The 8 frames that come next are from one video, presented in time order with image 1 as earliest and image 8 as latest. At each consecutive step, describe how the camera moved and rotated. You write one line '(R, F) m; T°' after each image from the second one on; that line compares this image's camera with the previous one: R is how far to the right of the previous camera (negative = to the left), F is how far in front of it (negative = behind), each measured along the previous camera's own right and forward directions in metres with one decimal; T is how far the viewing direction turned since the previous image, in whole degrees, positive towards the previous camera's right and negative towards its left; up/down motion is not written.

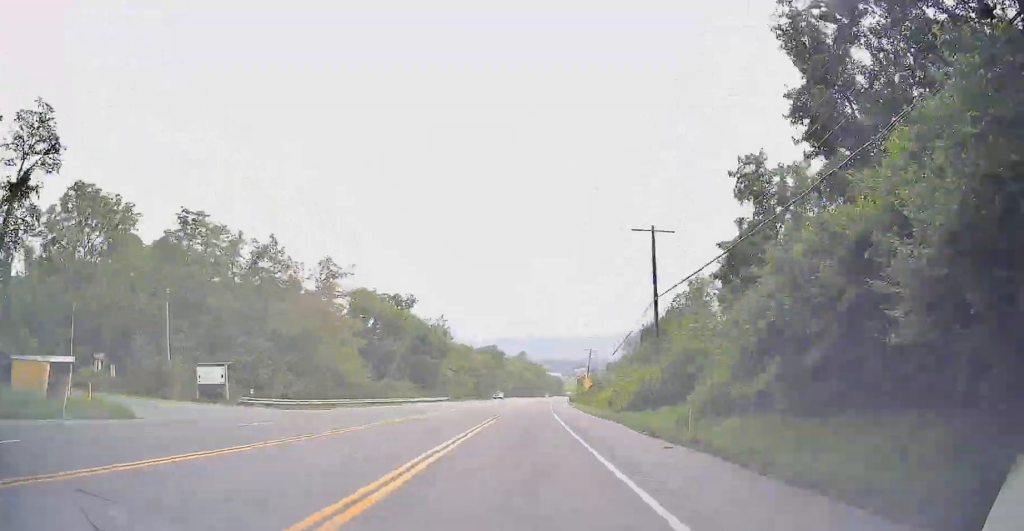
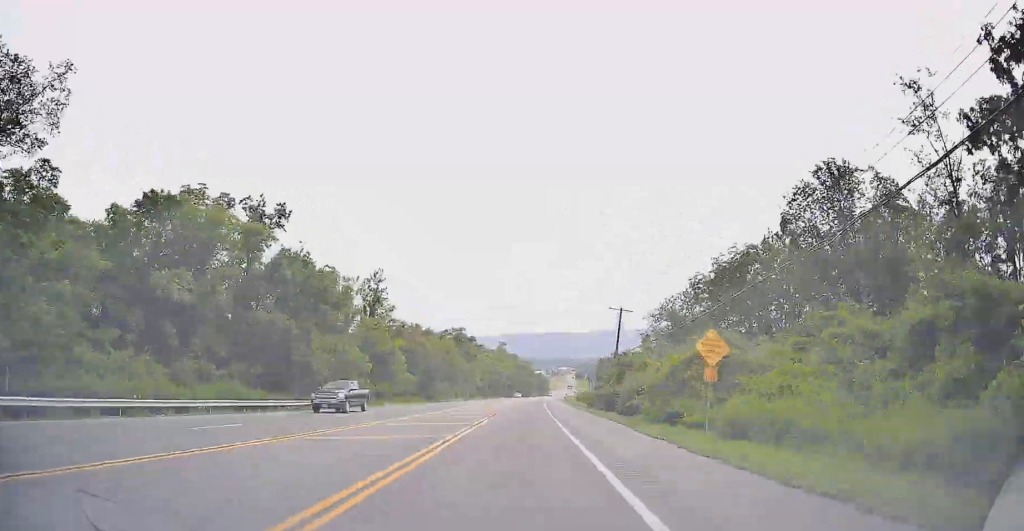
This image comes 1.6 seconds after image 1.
(+0.3, +50.3) m; +2°
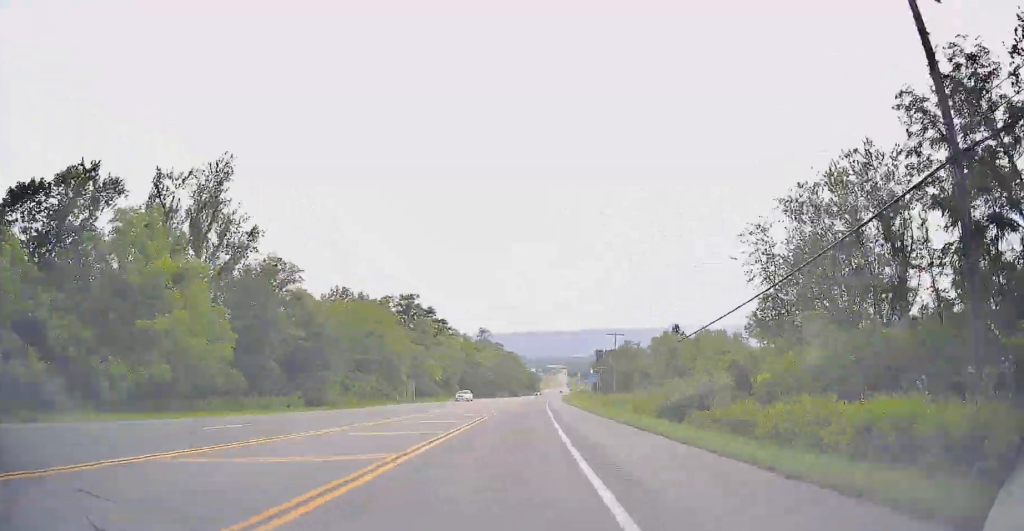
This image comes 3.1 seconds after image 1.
(+1.0, +48.5) m; +1°
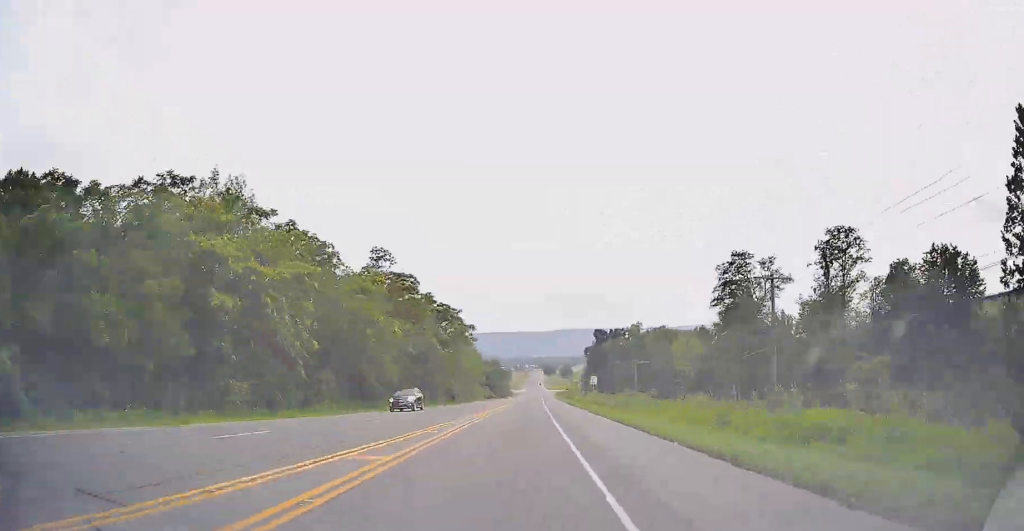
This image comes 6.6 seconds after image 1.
(+2.7, +114.3) m; +2°
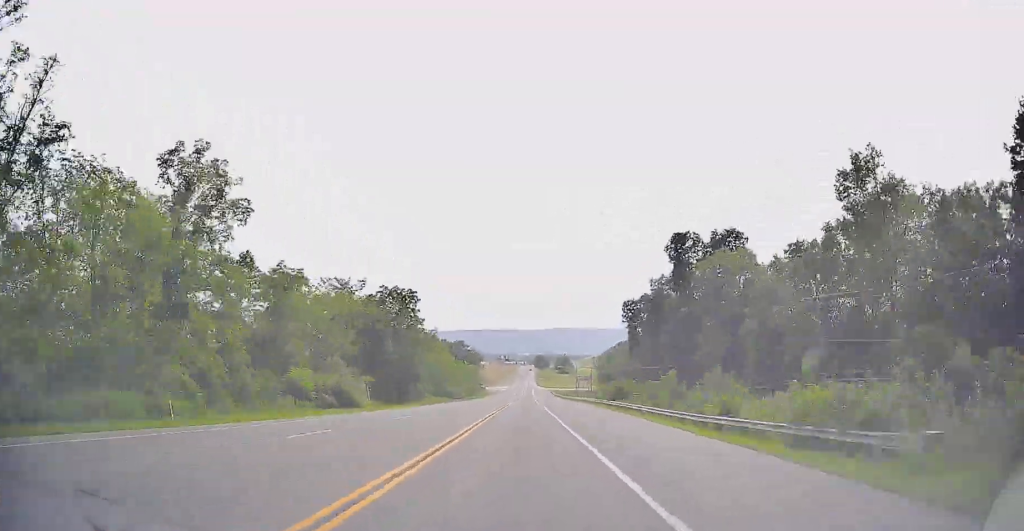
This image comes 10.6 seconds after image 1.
(+1.0, +131.6) m; +1°
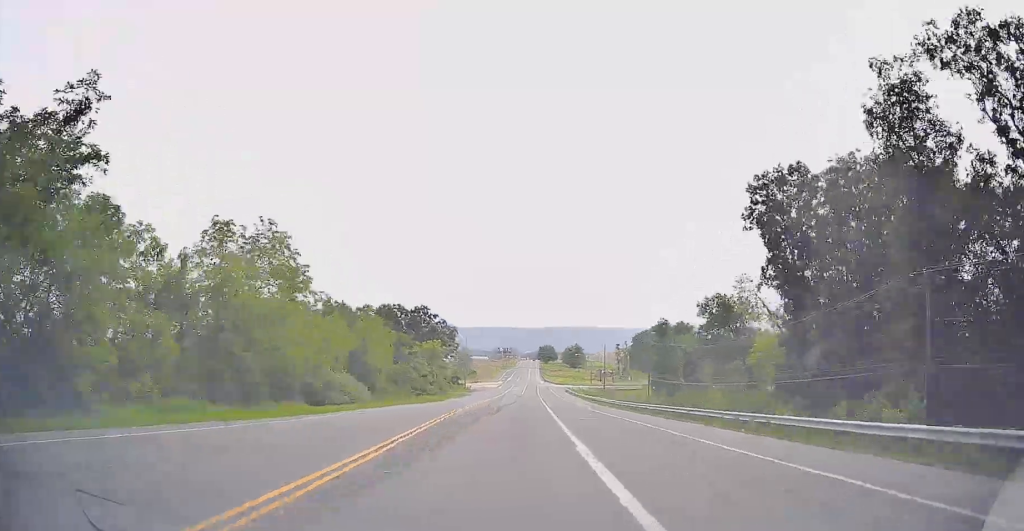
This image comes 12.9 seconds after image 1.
(+0.3, +73.8) m; 0°
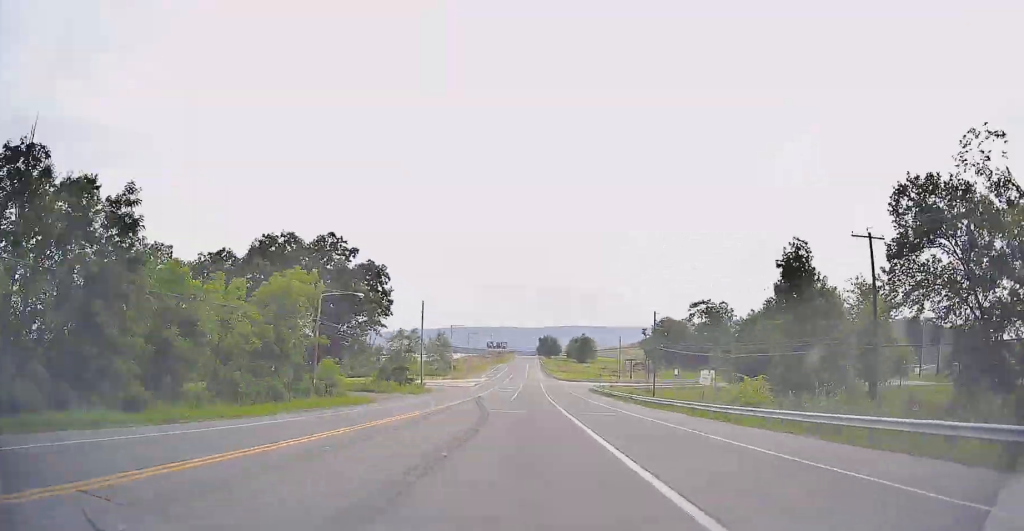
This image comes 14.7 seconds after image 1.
(+0.2, +55.6) m; 0°
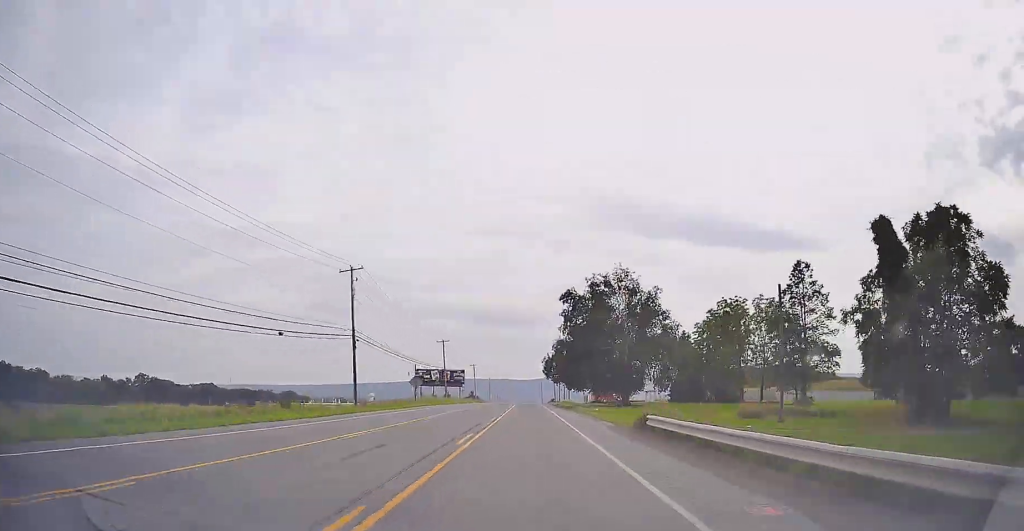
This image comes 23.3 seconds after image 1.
(+1.4, +244.4) m; 0°
